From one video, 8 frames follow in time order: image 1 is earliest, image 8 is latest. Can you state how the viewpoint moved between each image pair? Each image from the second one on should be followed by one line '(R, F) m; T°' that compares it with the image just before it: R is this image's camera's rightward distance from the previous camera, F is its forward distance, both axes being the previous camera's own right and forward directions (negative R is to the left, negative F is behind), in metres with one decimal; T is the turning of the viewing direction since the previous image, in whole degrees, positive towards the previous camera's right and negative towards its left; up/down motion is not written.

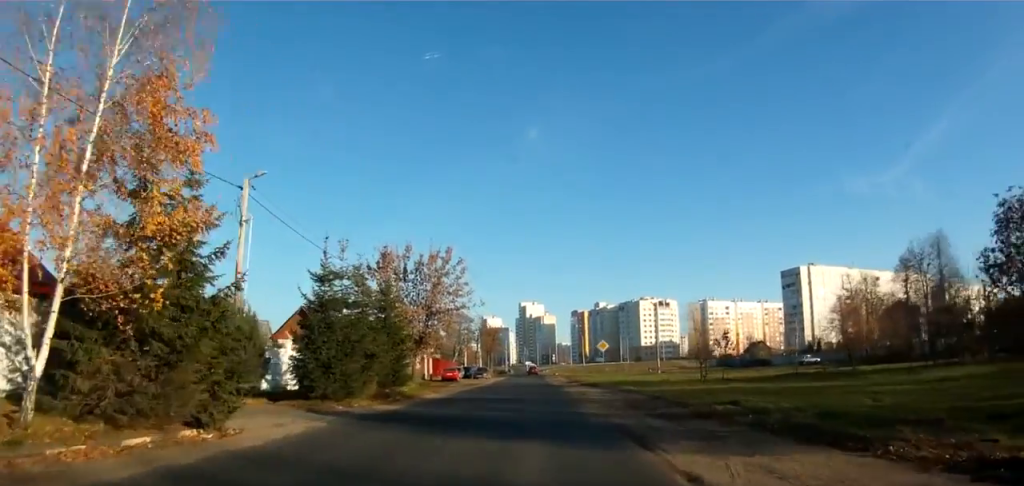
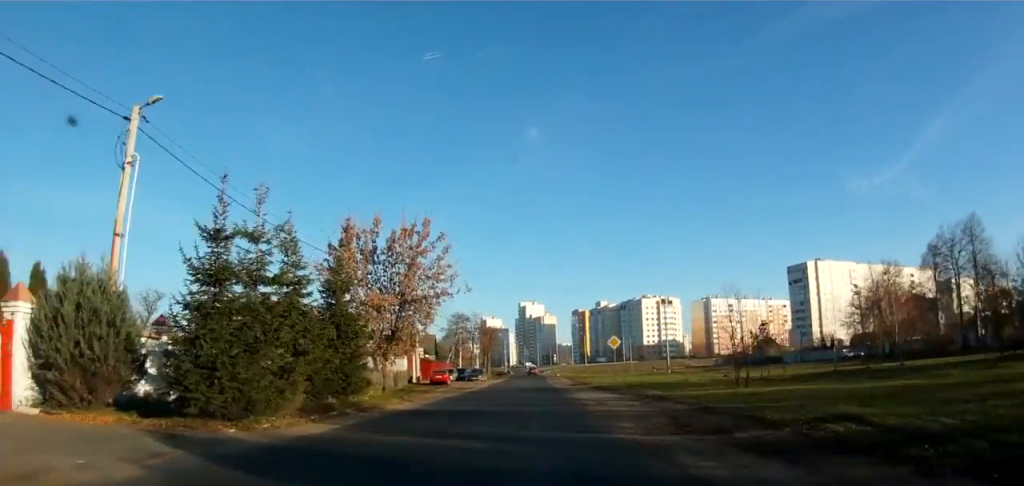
(-0.2, +7.1) m; 0°
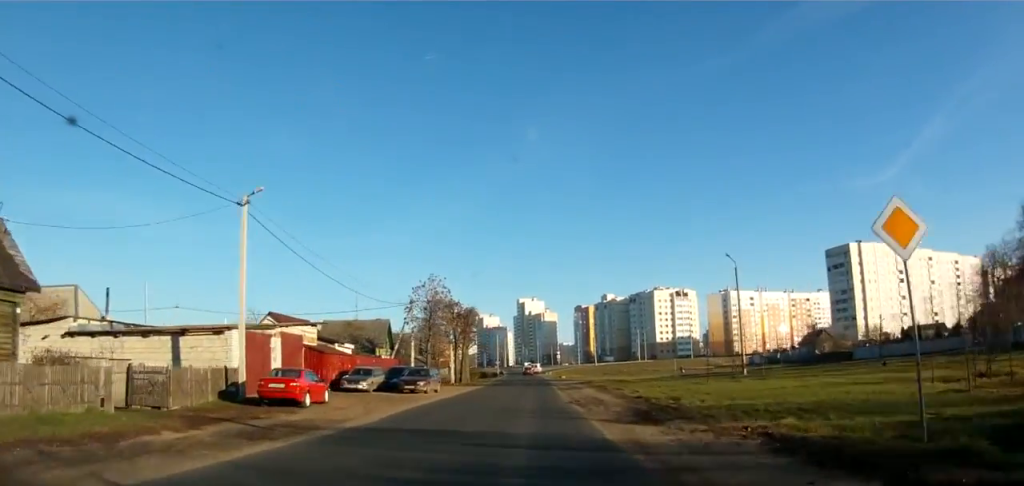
(+0.3, +34.3) m; 0°
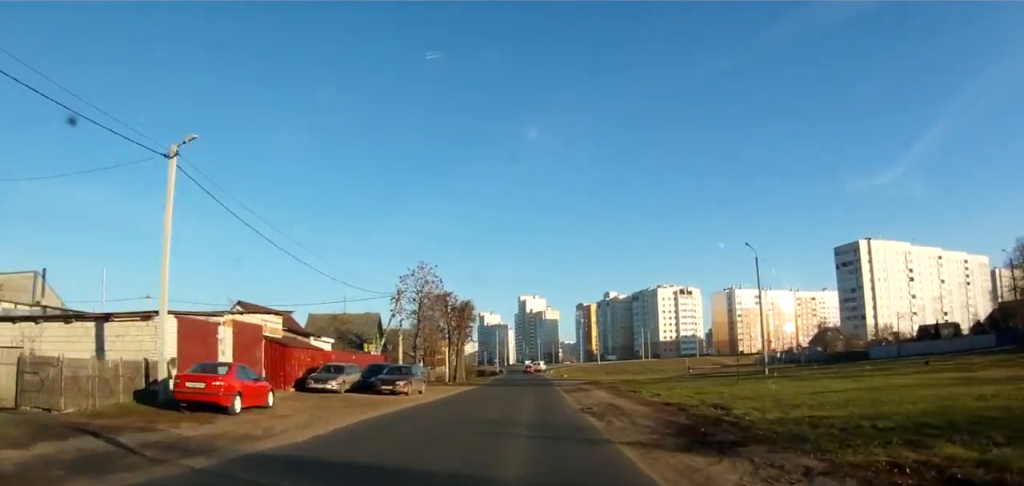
(-0.2, +5.4) m; 0°
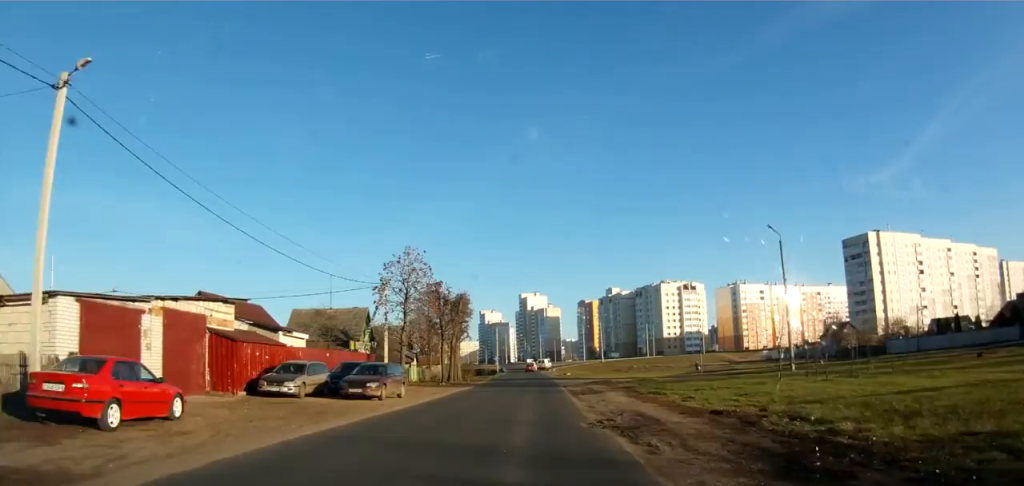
(-0.2, +5.4) m; 0°
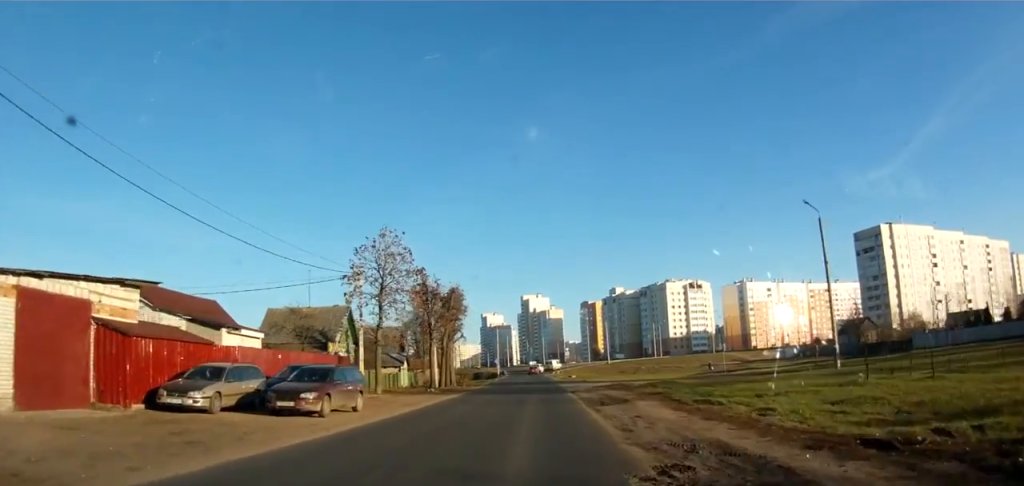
(+0.1, +7.0) m; 0°
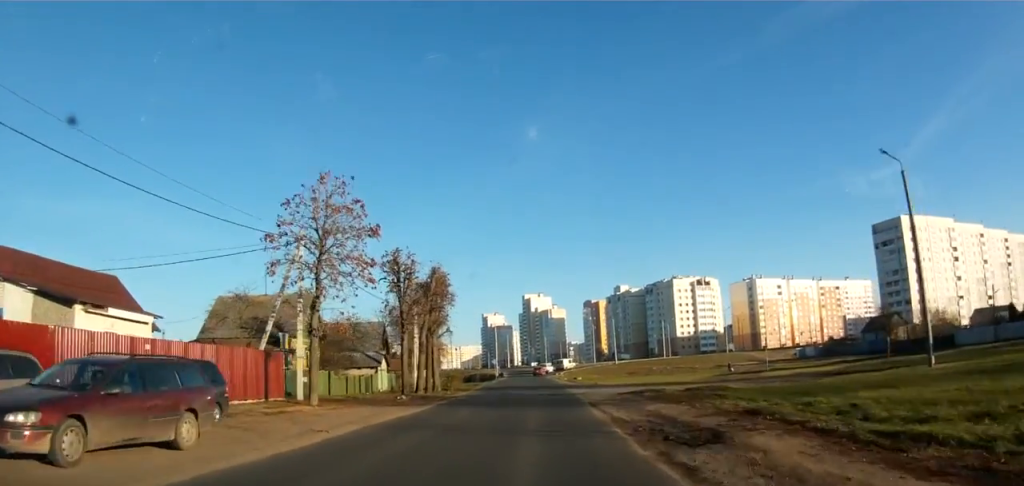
(+0.1, +10.6) m; 0°
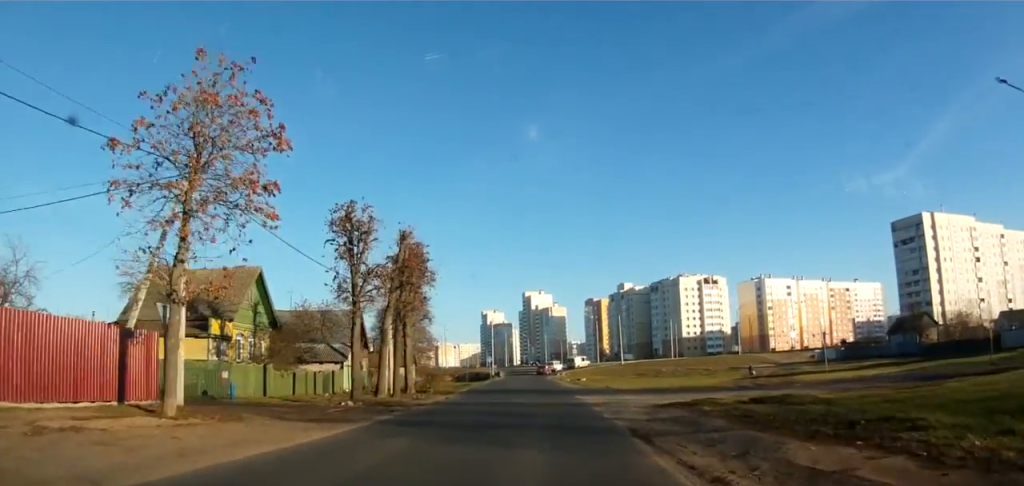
(-0.4, +10.1) m; 0°
